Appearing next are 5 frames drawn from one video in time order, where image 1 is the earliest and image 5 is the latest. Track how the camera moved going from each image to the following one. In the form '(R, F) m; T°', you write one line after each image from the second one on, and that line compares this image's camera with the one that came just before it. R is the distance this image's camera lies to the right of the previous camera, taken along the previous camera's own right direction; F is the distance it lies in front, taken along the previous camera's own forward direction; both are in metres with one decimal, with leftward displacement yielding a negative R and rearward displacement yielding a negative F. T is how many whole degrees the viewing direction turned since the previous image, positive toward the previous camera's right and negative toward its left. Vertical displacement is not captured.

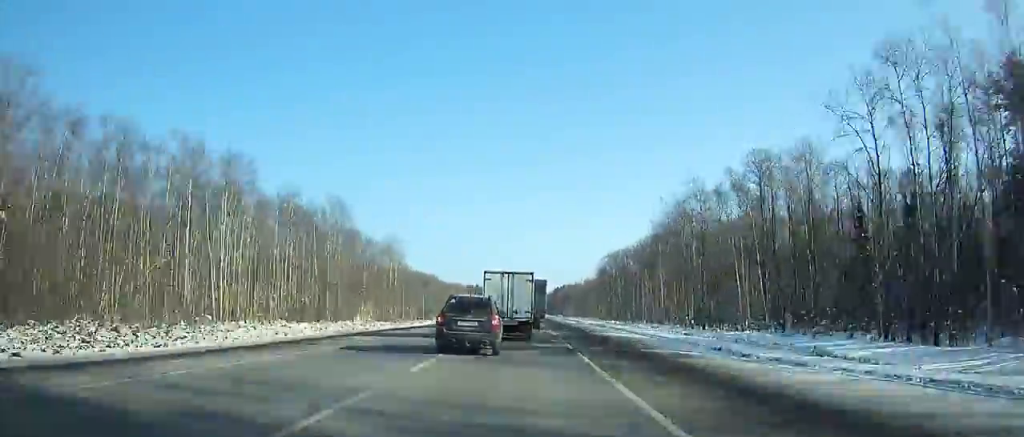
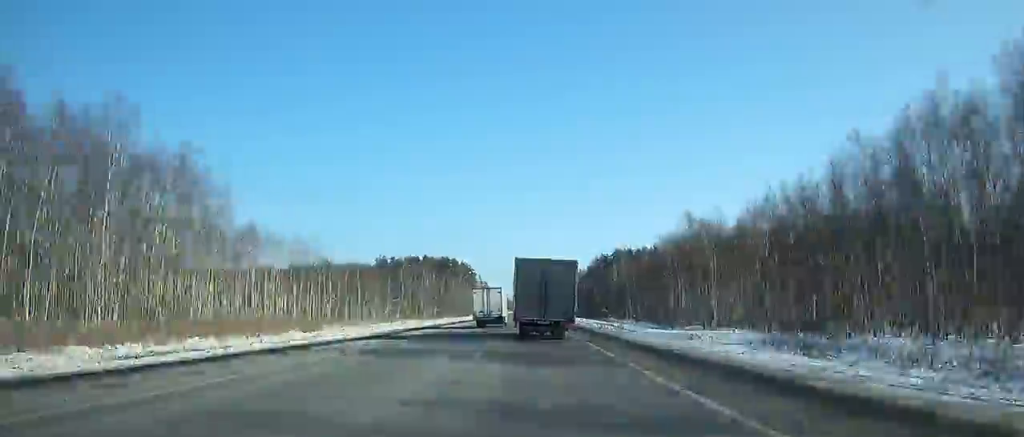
(-0.1, +324.8) m; 0°
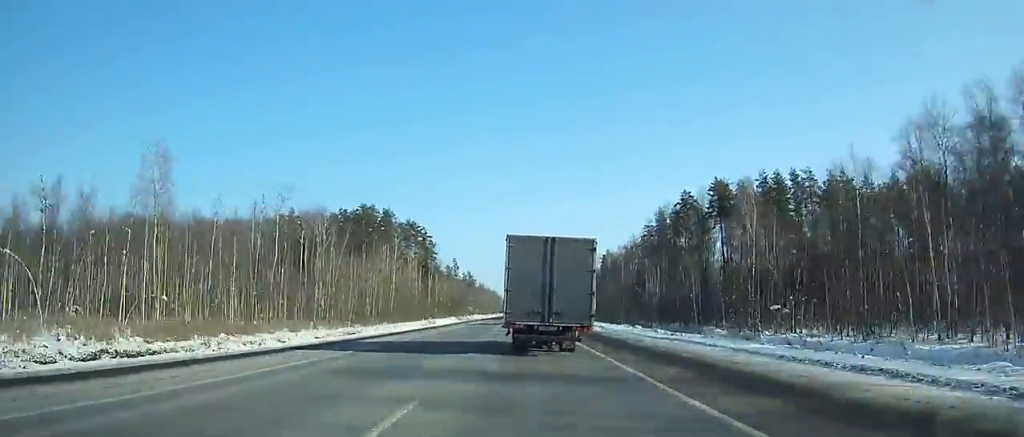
(+0.1, +129.1) m; 0°
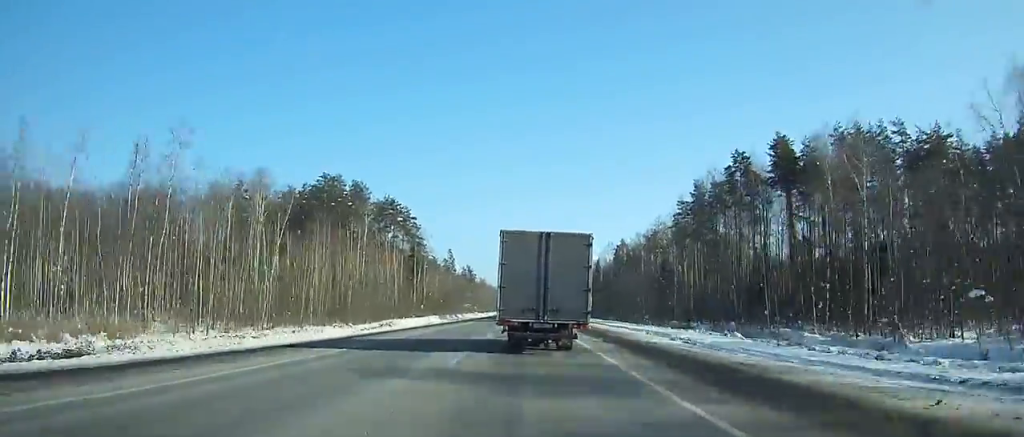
(0.0, +29.7) m; 0°
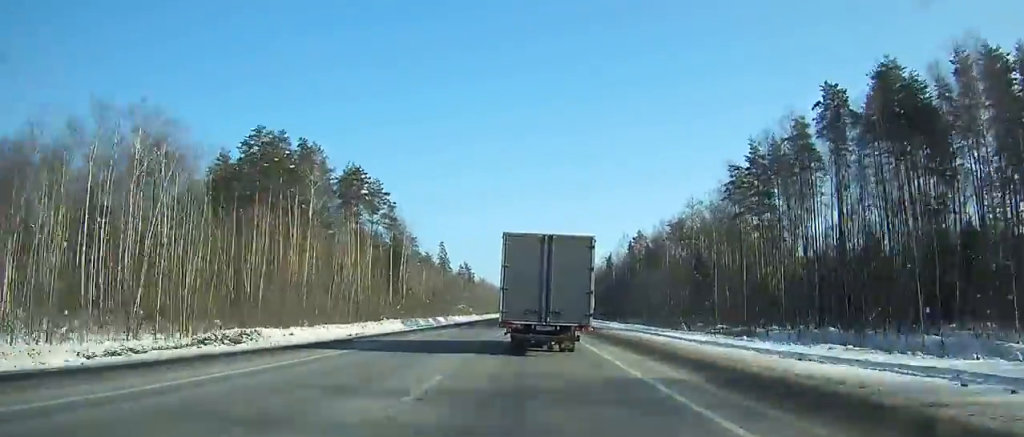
(0.0, +29.7) m; 0°
